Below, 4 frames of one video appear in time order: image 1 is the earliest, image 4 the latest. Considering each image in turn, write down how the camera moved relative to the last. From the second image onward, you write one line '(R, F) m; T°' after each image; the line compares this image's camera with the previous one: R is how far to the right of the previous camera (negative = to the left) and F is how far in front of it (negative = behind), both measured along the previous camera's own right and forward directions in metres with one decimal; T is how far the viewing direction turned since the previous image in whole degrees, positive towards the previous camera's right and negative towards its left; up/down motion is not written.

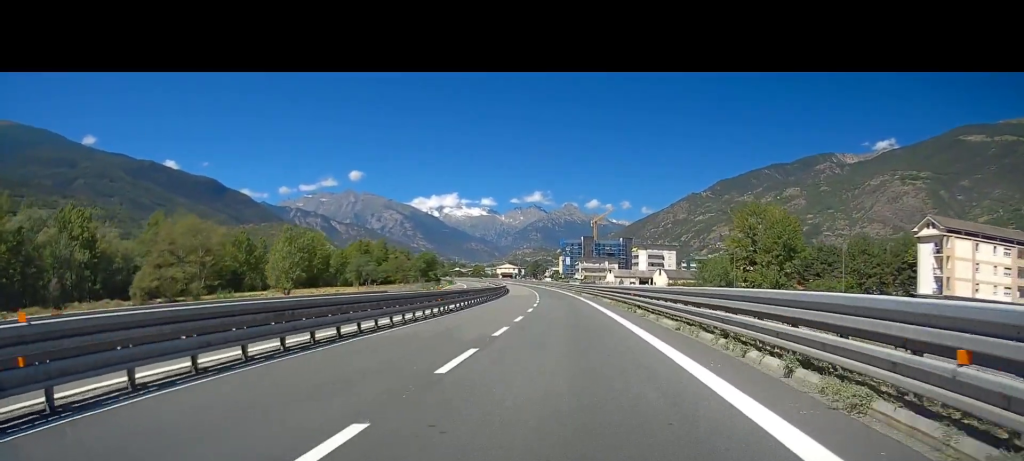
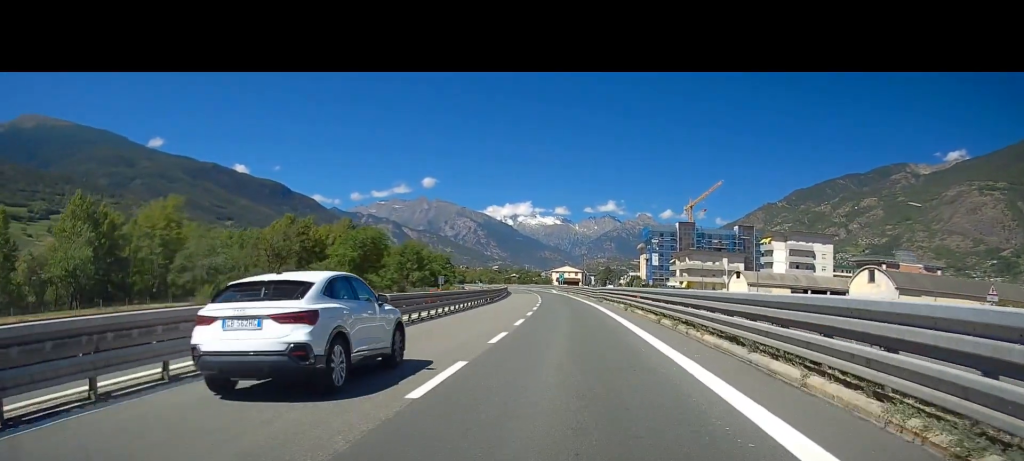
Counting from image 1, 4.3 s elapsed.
(-5.9, +108.4) m; -7°
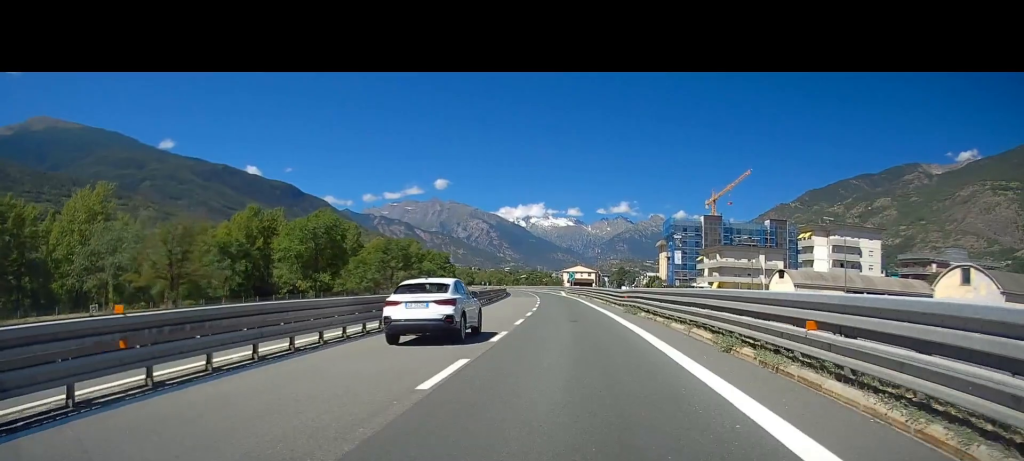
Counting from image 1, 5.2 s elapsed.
(-0.8, +21.2) m; -1°
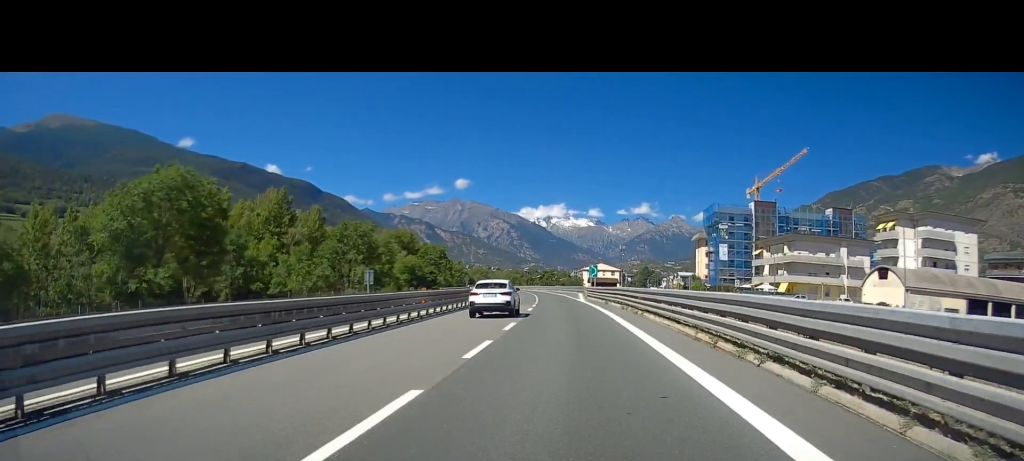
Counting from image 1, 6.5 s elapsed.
(+0.1, +32.1) m; -1°
